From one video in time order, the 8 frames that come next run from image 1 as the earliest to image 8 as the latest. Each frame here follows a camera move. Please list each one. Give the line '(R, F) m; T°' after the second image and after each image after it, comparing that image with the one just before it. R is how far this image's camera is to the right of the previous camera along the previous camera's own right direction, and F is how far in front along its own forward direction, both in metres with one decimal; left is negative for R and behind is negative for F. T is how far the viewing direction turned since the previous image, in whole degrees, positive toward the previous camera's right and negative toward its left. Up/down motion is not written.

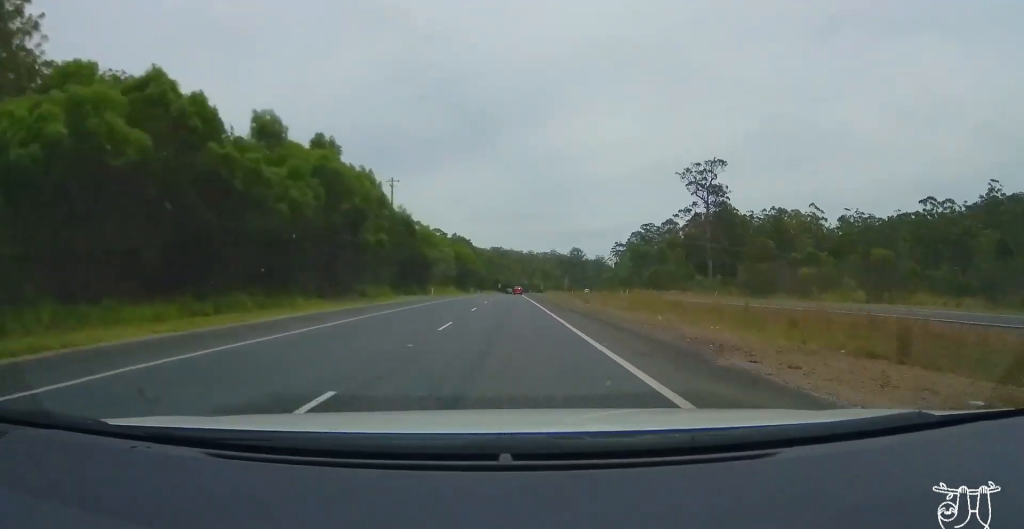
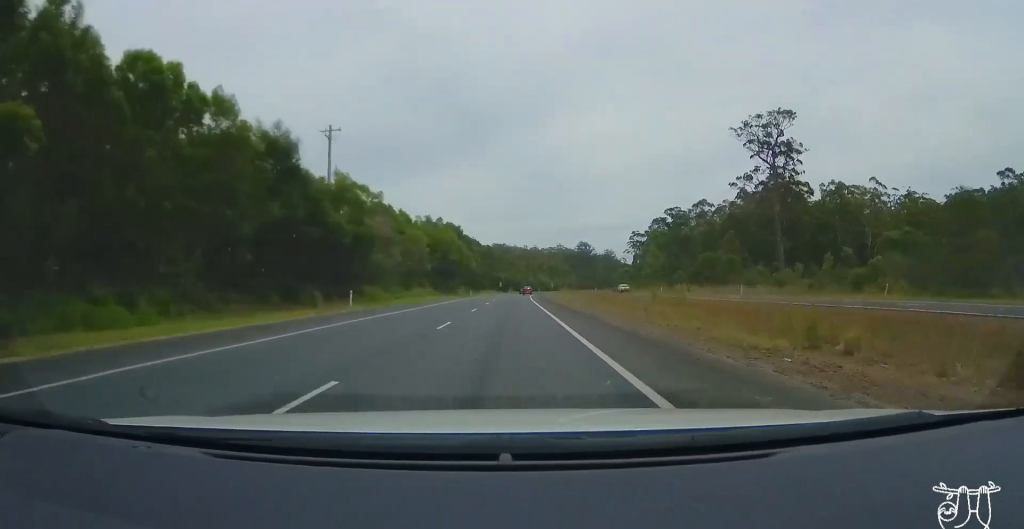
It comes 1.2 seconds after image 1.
(0.0, +34.8) m; 0°
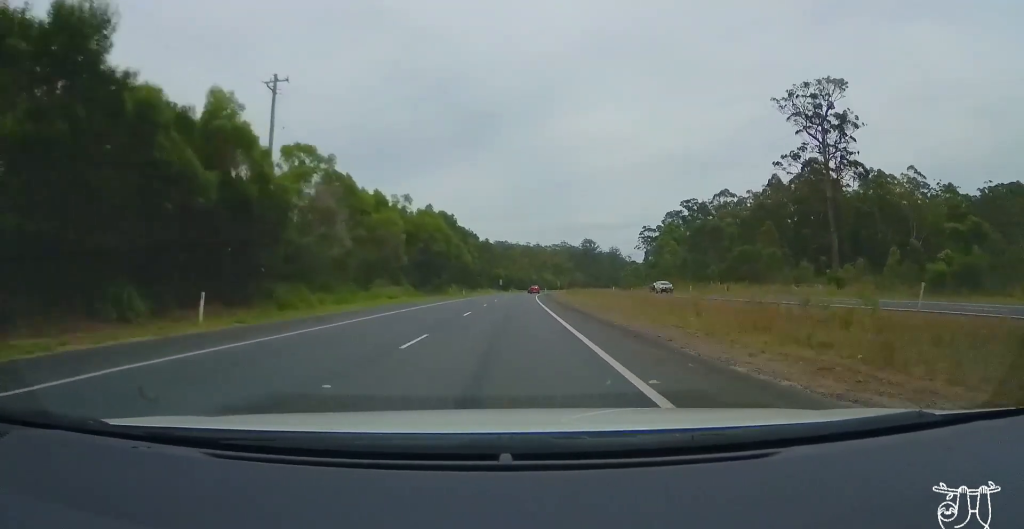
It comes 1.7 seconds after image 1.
(+0.1, +16.8) m; 0°
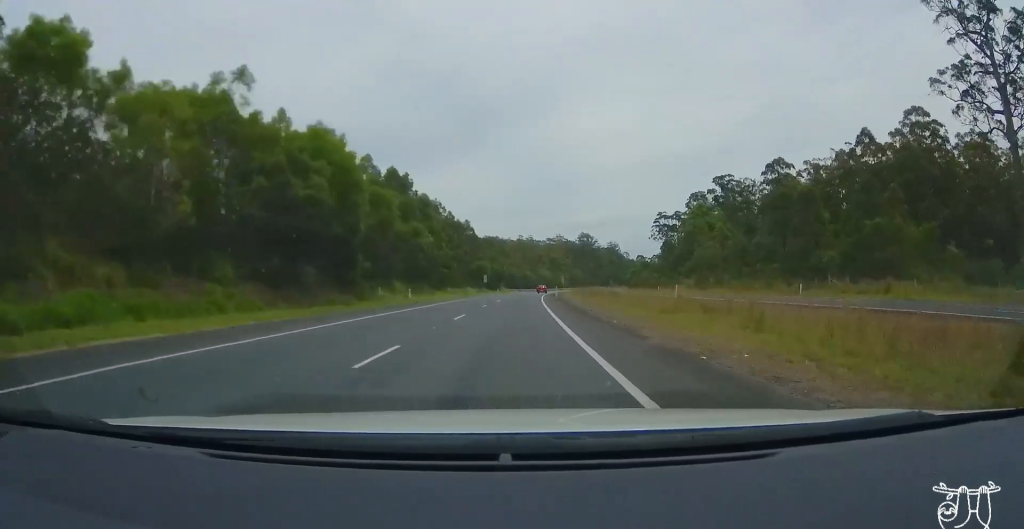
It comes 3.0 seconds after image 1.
(+0.1, +38.4) m; 0°
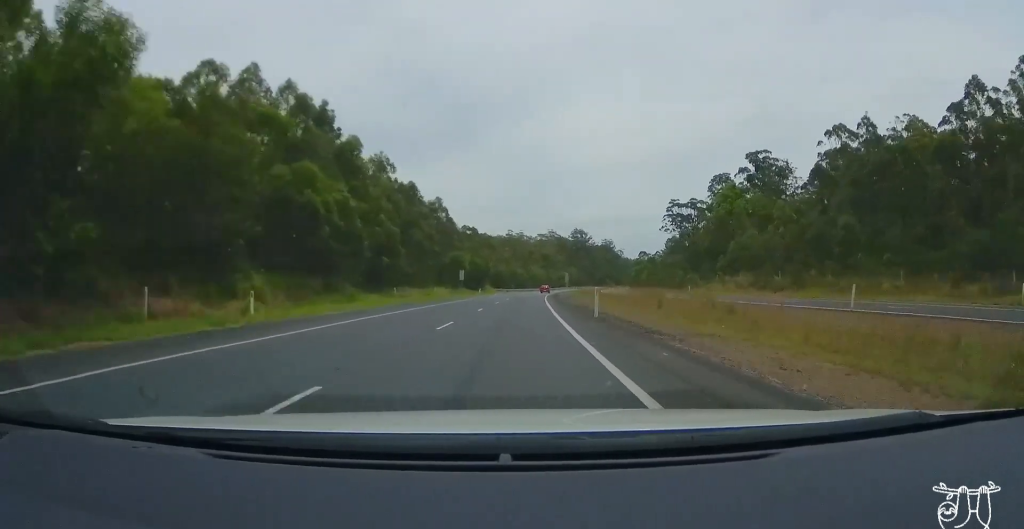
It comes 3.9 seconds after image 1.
(-0.3, +27.6) m; 0°
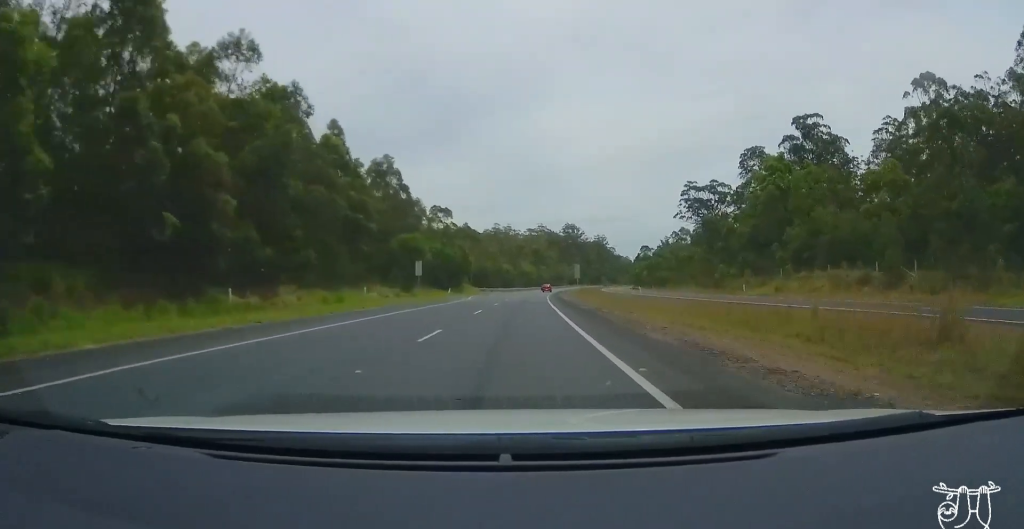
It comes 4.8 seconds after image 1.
(+0.1, +27.6) m; +2°
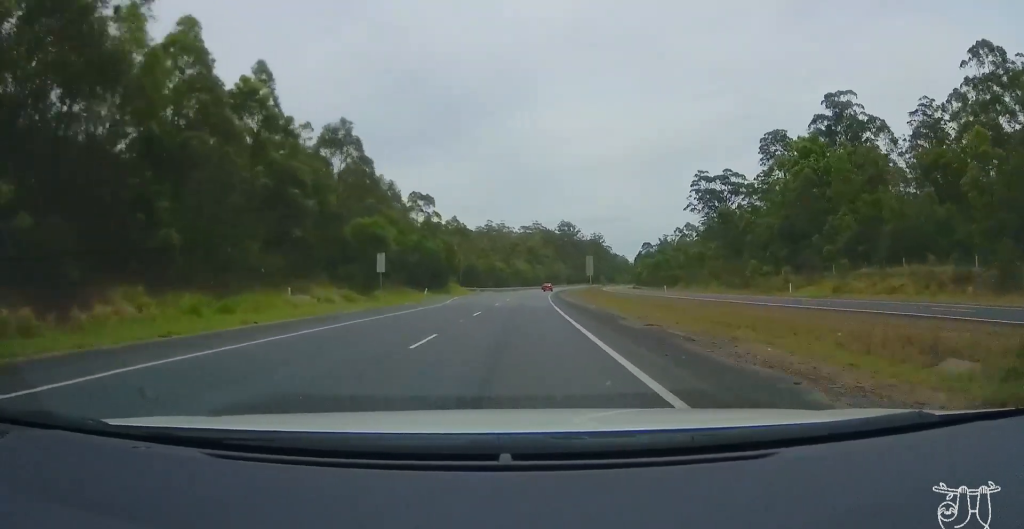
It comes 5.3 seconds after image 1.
(+0.3, +13.2) m; +1°
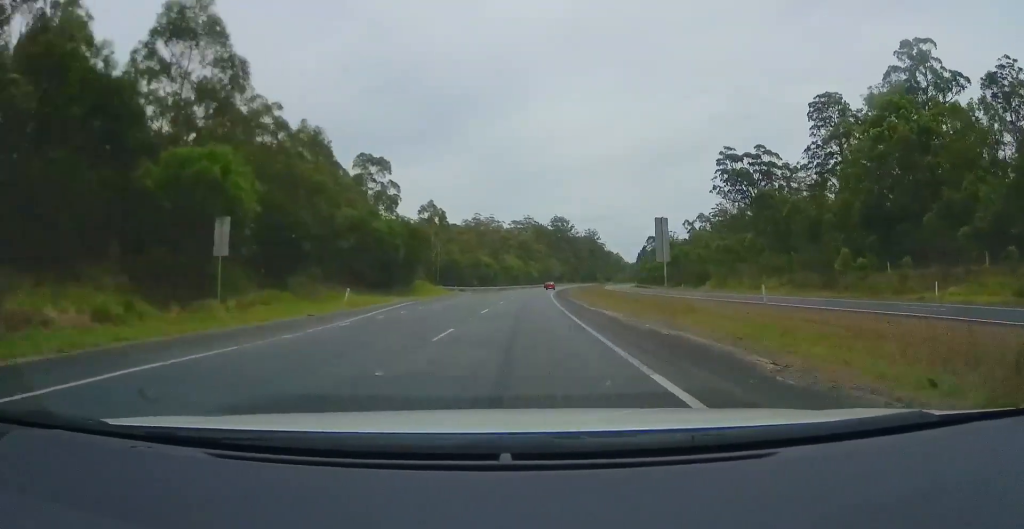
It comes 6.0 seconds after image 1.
(+0.3, +21.7) m; 0°
